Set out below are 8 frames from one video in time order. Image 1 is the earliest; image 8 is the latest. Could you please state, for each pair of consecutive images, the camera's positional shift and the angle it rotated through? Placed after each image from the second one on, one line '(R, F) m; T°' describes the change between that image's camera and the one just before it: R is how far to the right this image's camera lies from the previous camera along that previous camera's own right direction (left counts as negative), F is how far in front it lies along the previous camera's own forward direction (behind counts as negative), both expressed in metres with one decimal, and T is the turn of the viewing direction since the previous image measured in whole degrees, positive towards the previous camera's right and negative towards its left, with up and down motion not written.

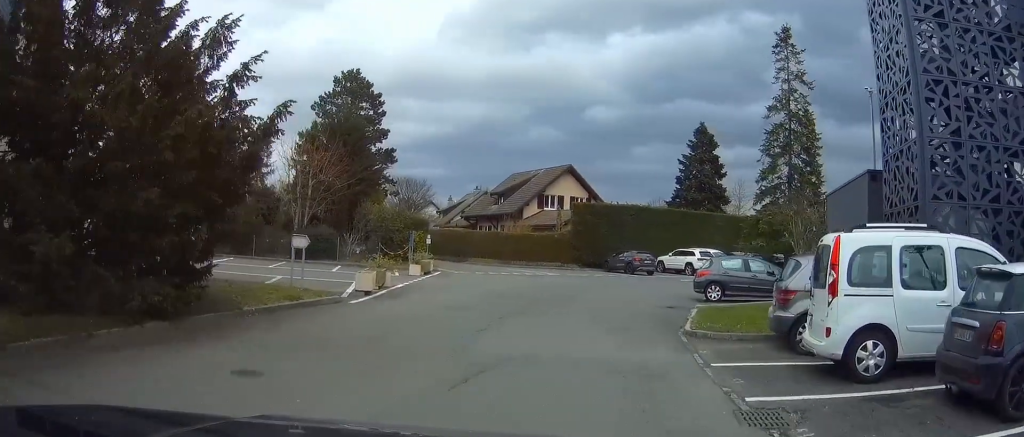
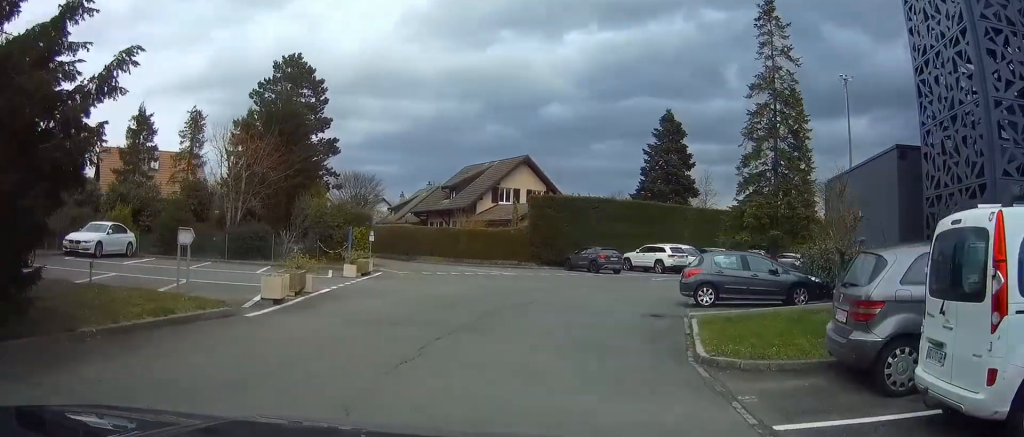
(0.0, +3.7) m; +3°
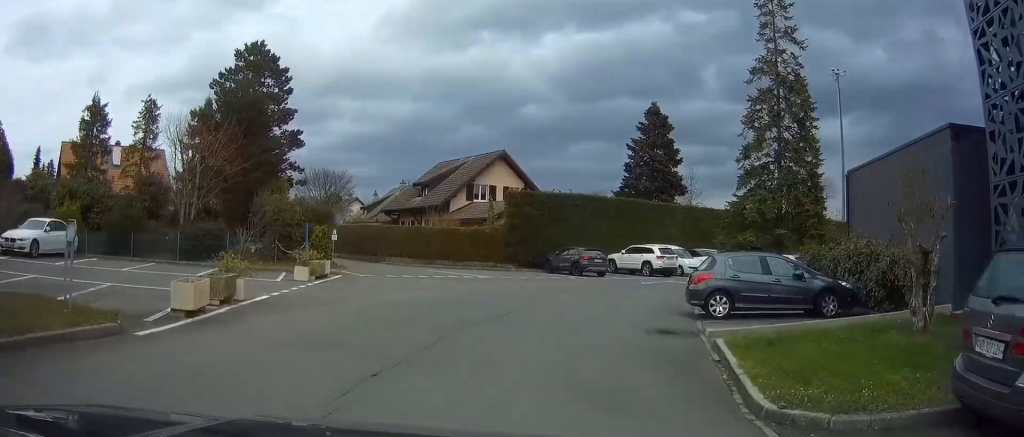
(0.0, +3.4) m; +3°
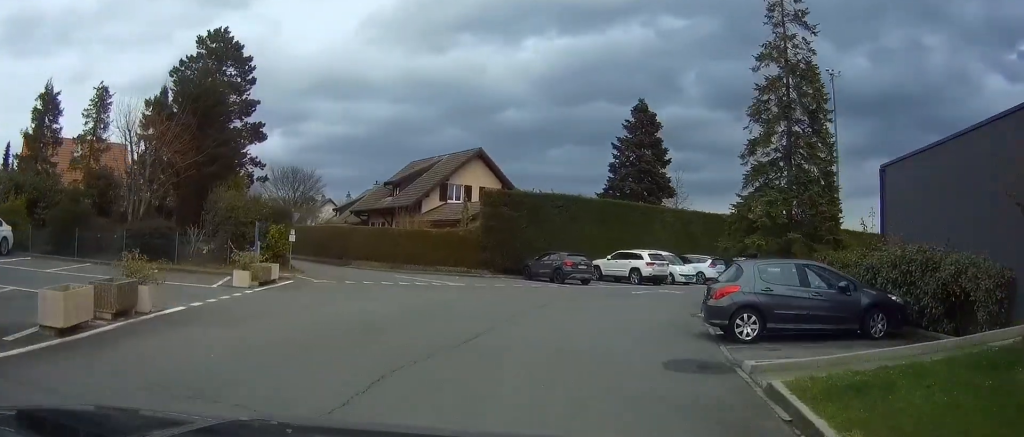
(+0.1, +3.6) m; +4°
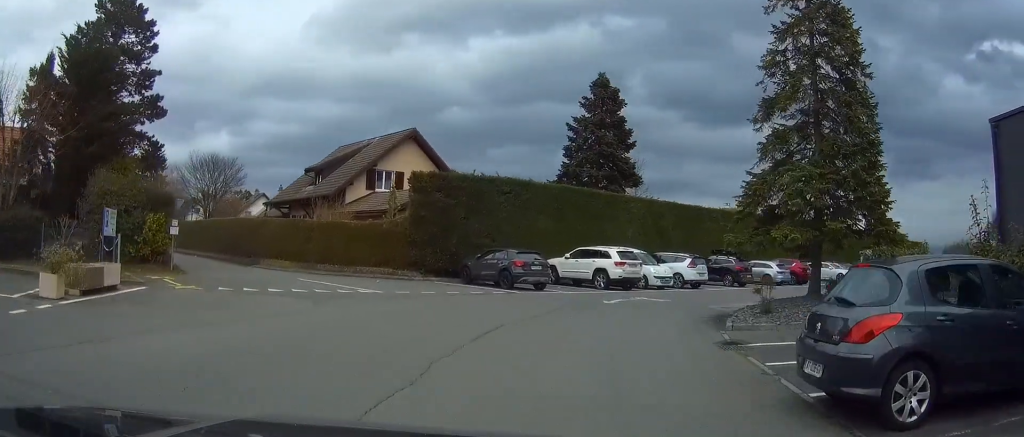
(+0.7, +8.0) m; +8°
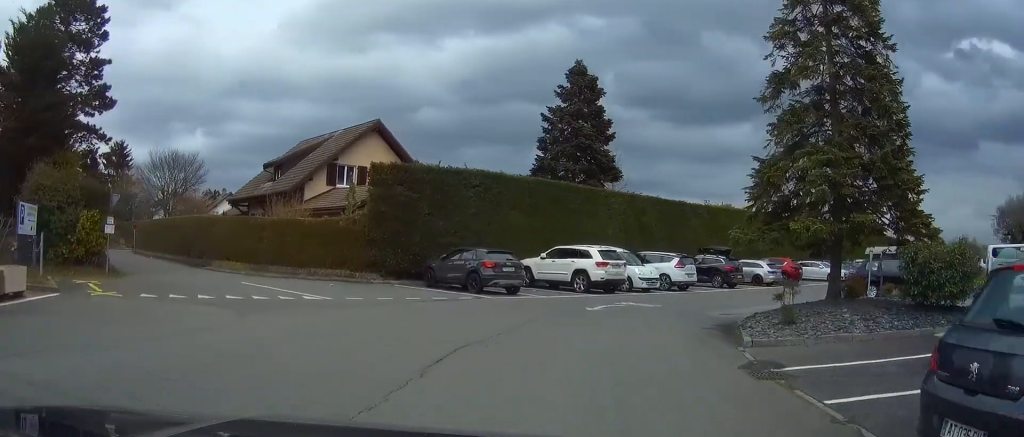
(+0.1, +3.4) m; +2°
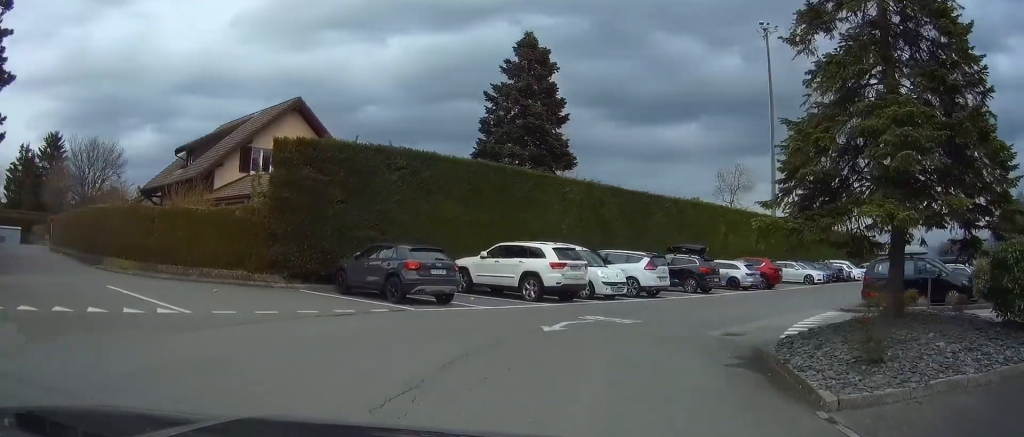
(+0.2, +6.3) m; +5°
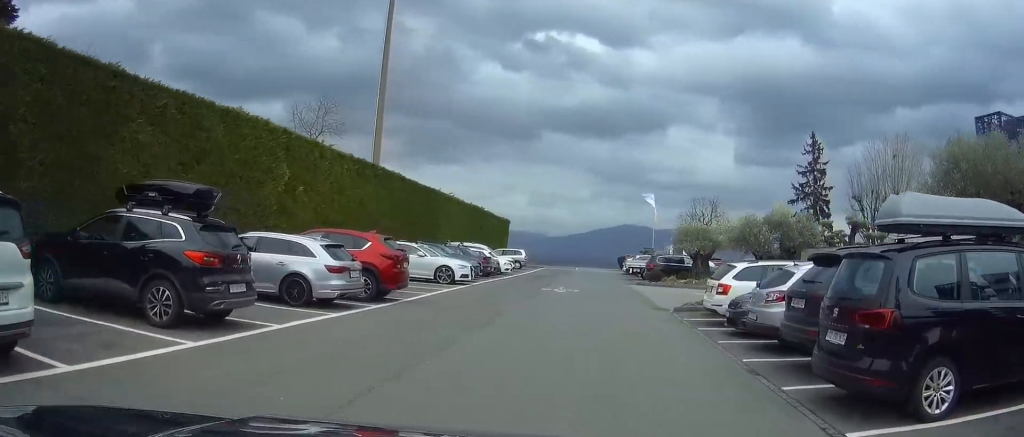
(+4.9, +23.1) m; +25°
